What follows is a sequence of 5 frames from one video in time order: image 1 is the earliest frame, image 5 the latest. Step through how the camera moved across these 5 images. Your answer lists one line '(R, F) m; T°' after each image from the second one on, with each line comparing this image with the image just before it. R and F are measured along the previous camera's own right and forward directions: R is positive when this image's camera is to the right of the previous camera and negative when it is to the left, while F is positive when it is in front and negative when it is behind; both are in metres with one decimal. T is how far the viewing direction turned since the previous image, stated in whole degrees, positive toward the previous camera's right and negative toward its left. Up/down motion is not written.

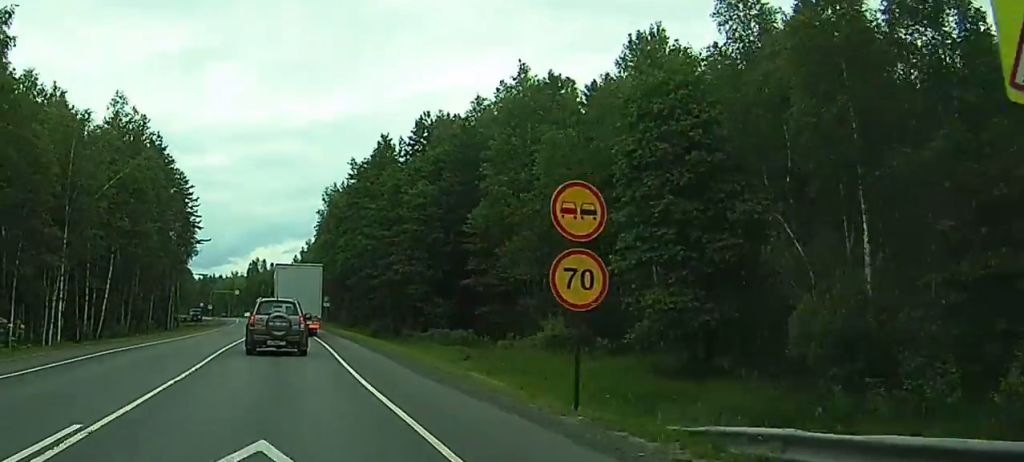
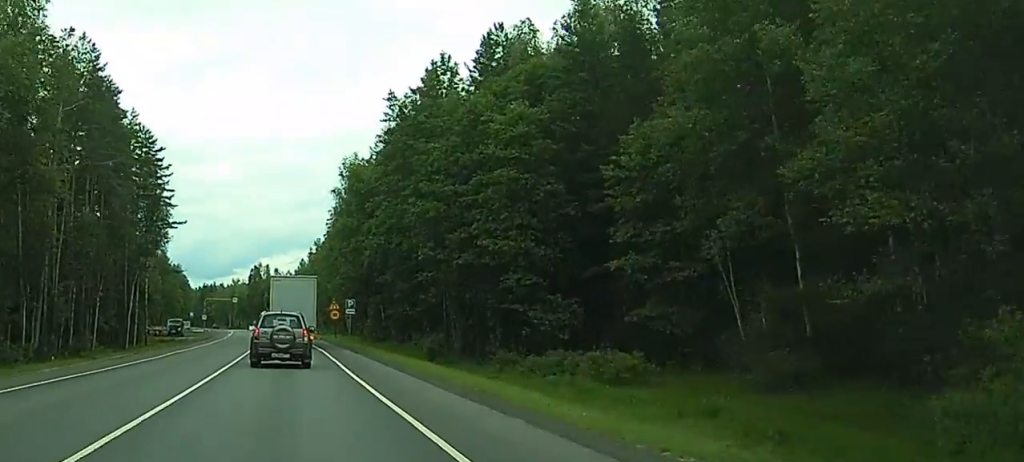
(-0.2, +31.2) m; -1°
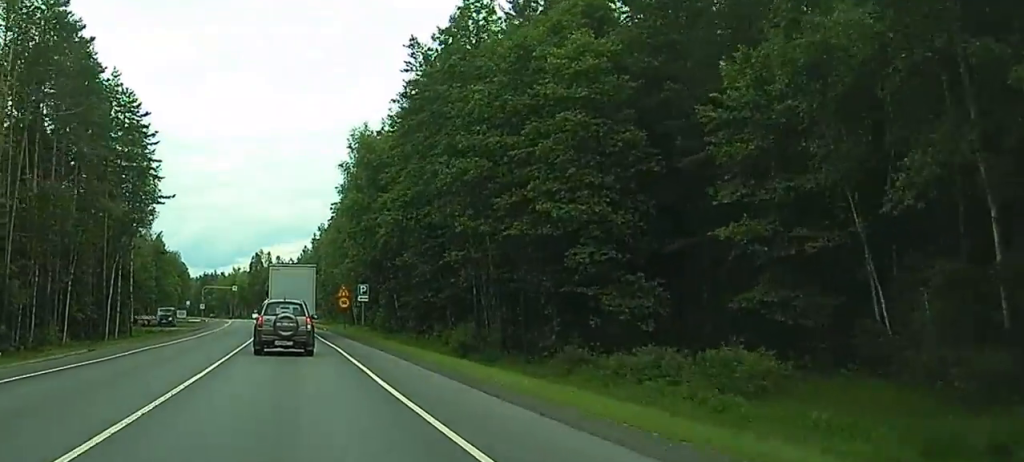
(0.0, +9.9) m; 0°
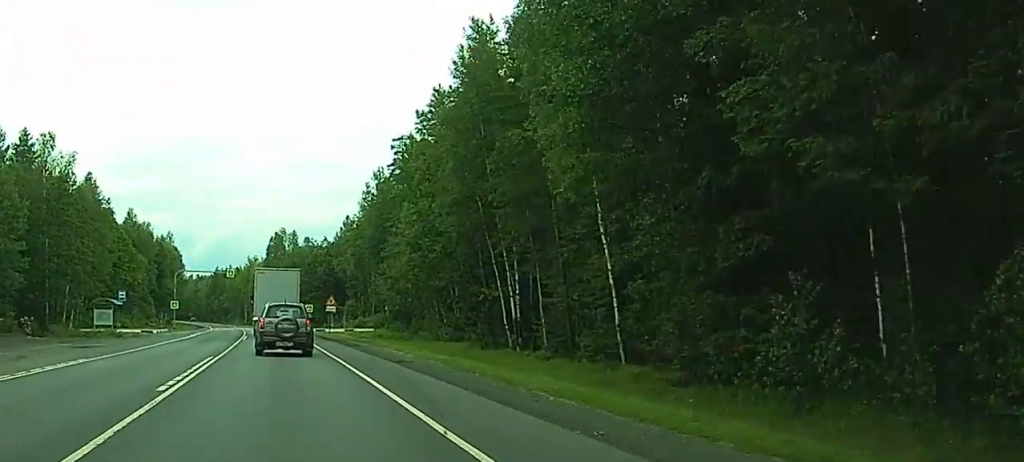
(0.0, +81.7) m; -1°
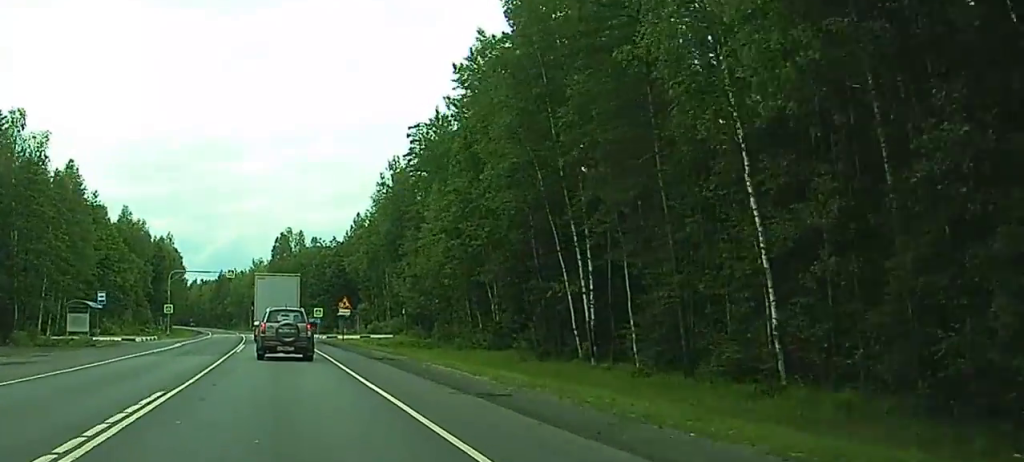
(-0.1, +11.4) m; 0°
